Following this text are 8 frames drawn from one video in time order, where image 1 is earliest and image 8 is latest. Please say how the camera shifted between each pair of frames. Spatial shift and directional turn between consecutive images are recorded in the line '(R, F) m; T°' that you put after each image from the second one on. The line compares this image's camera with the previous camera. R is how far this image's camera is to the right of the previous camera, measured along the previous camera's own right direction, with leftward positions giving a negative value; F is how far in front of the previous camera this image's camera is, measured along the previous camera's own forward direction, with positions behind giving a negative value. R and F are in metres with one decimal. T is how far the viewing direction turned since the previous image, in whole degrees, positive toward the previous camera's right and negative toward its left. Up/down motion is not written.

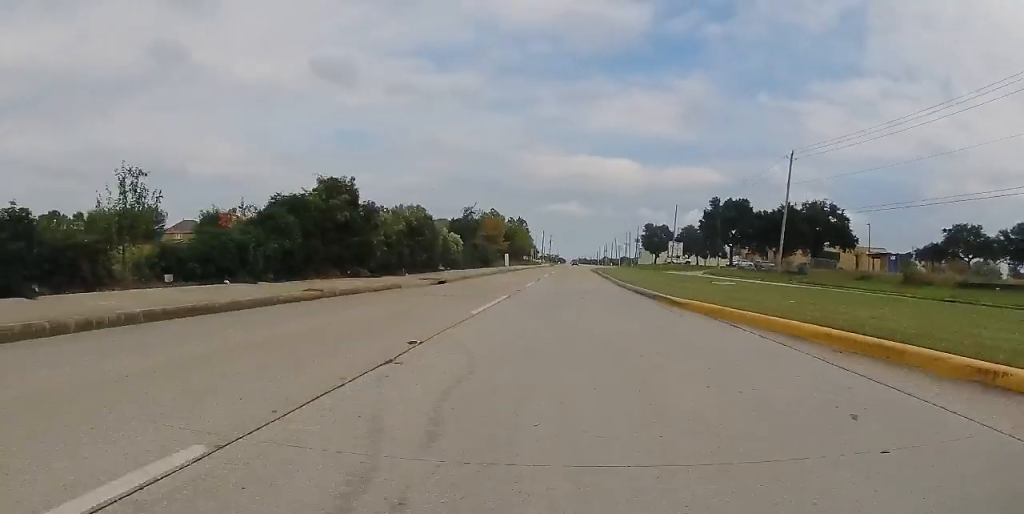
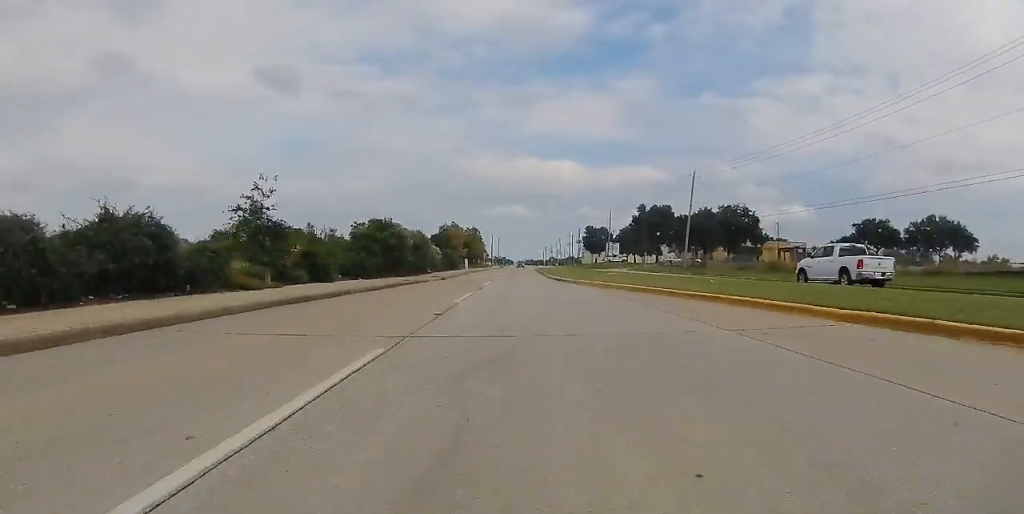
(0.0, +16.7) m; 0°
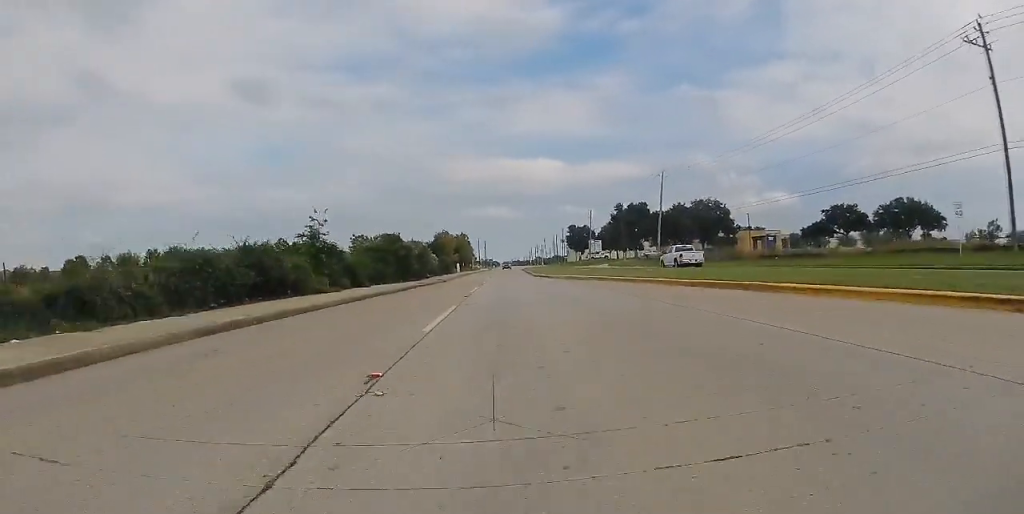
(0.0, +7.3) m; 0°
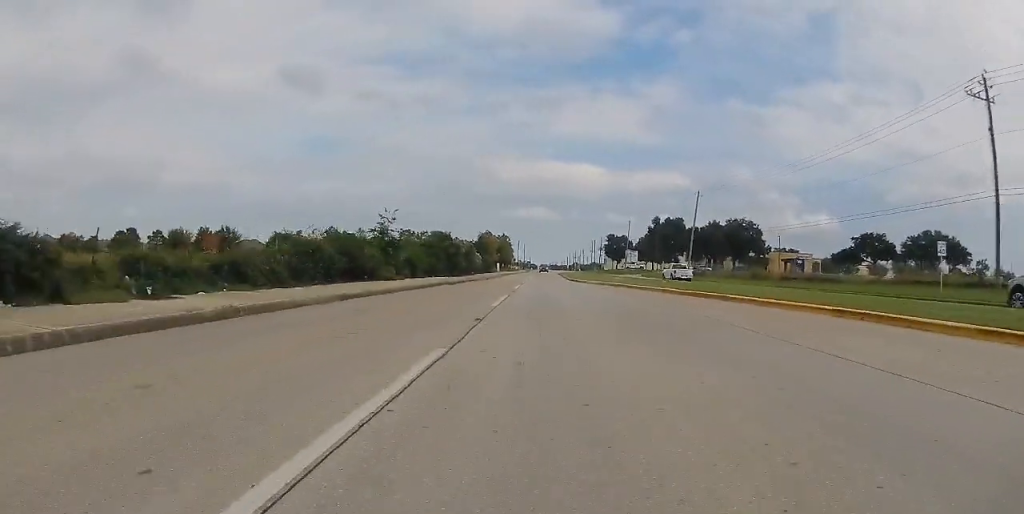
(0.0, +4.6) m; 0°
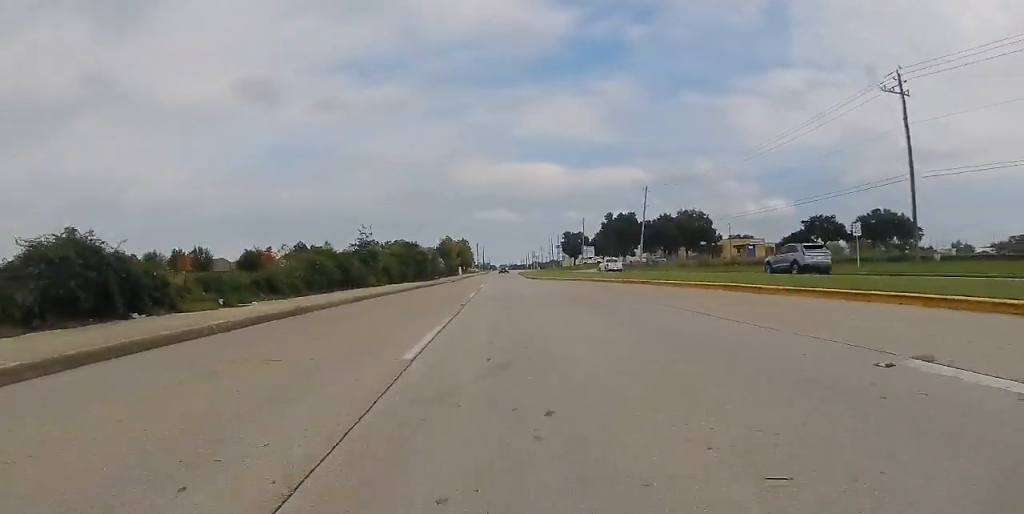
(0.0, +4.6) m; 0°
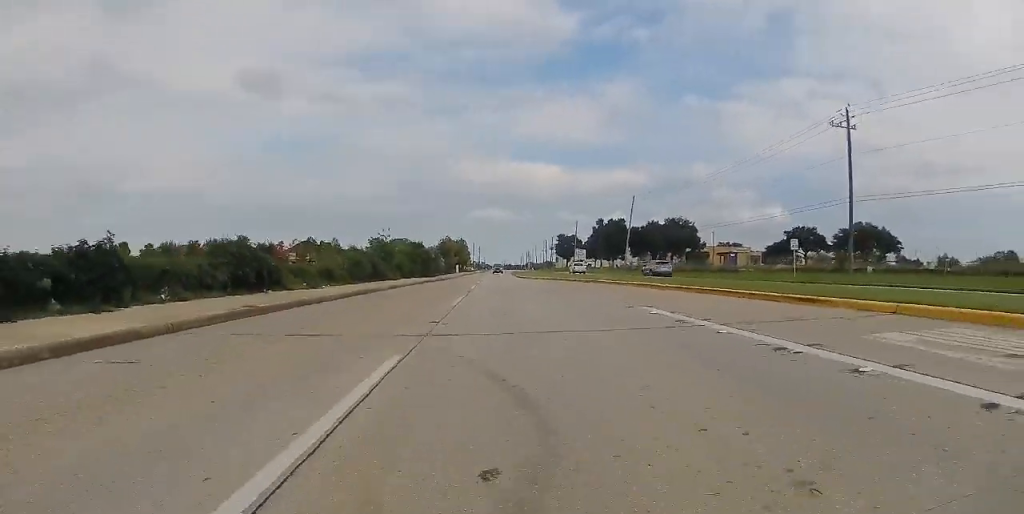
(0.0, +7.3) m; 0°
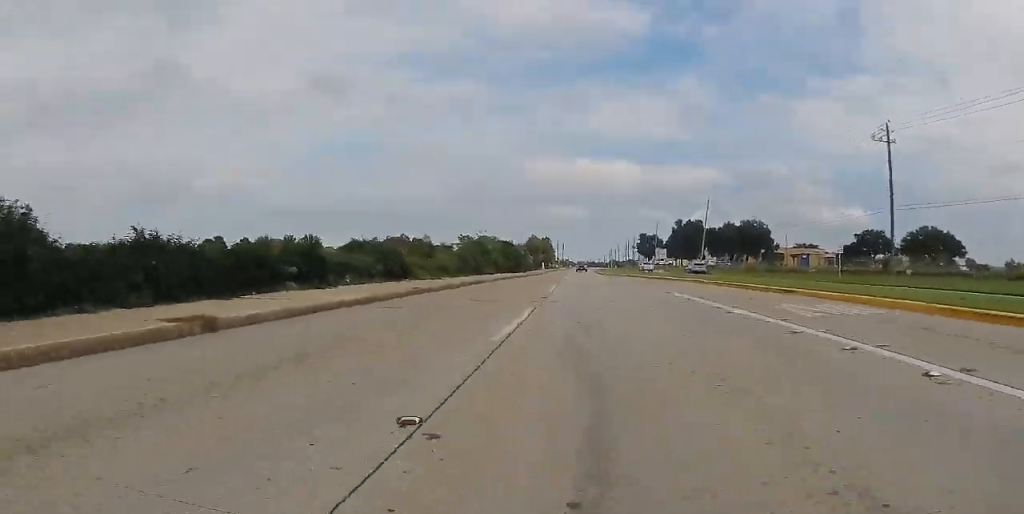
(0.0, +5.7) m; -1°
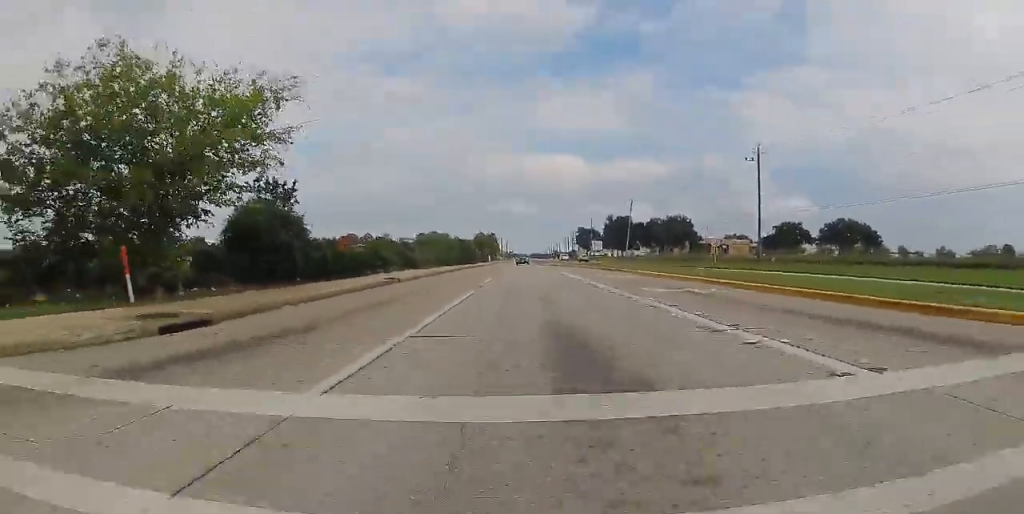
(-0.3, +15.3) m; -2°
